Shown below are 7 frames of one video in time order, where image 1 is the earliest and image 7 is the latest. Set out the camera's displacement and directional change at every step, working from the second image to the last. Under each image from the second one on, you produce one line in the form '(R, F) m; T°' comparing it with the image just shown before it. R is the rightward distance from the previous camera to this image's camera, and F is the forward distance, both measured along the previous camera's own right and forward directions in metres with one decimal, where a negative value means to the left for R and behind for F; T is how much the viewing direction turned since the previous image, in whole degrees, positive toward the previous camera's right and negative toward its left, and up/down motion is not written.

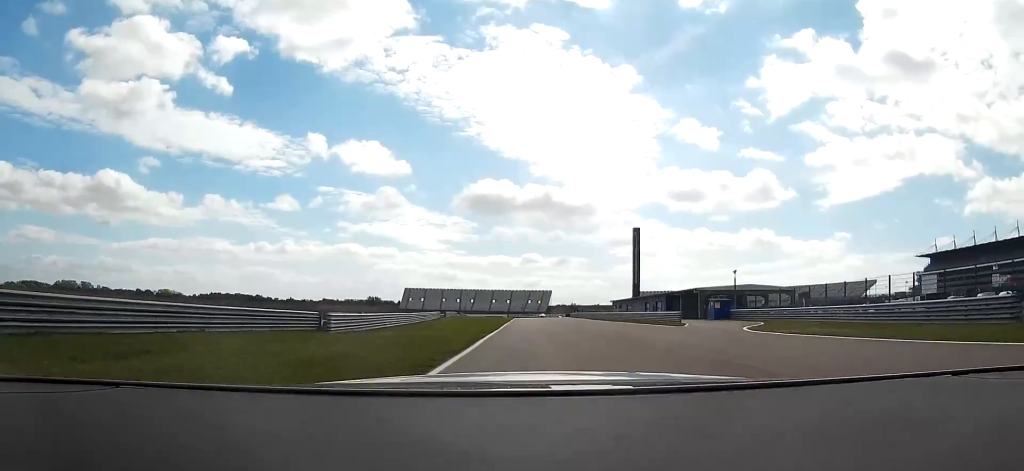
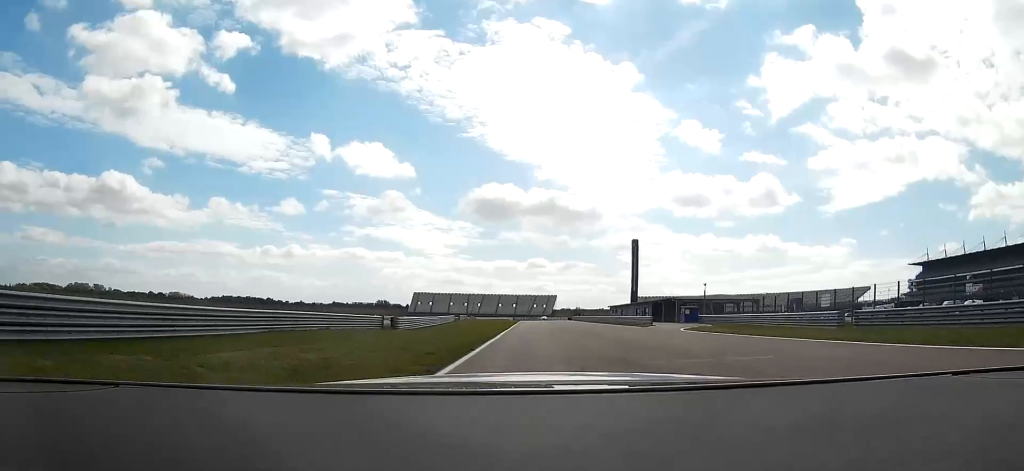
(0.0, +17.5) m; 0°
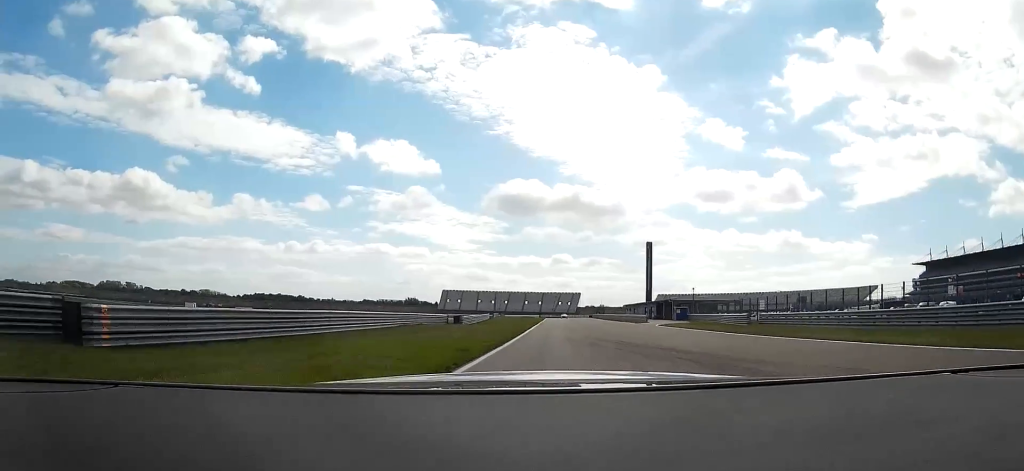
(-0.1, +23.7) m; -3°
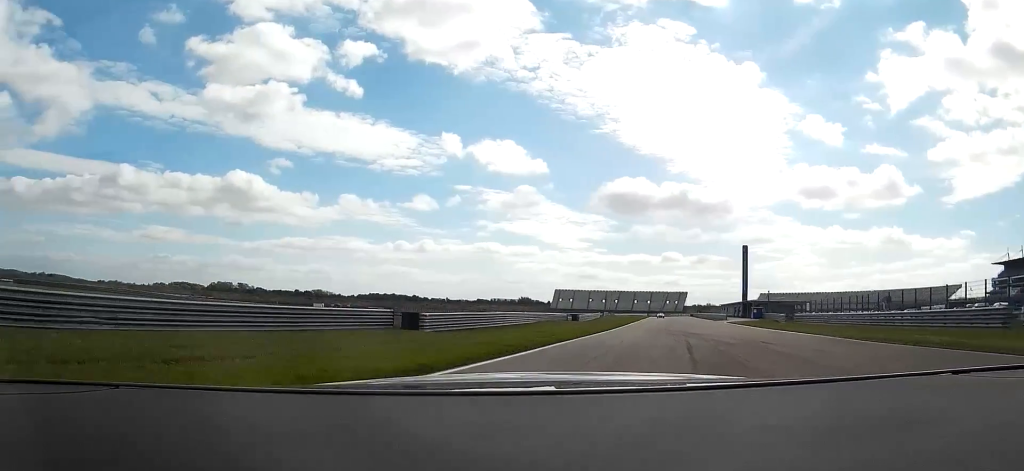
(-1.3, +22.9) m; -10°
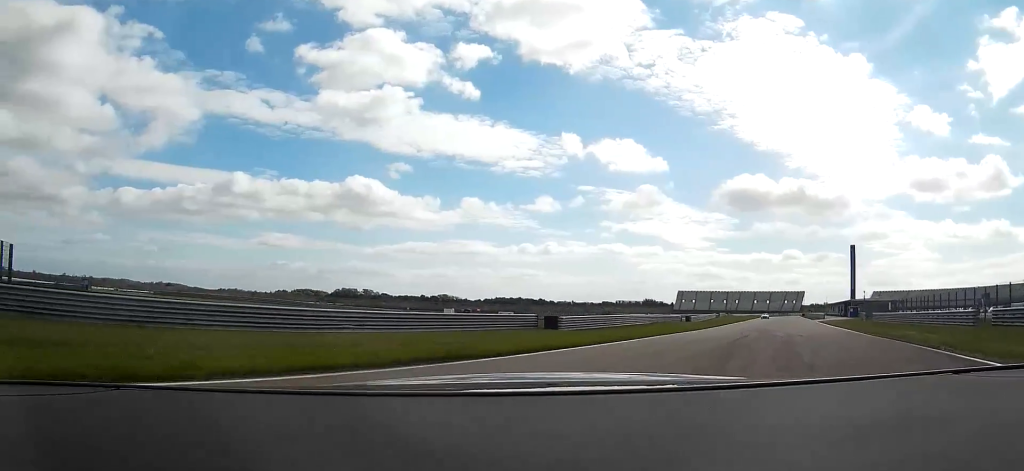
(-1.0, +11.3) m; -12°
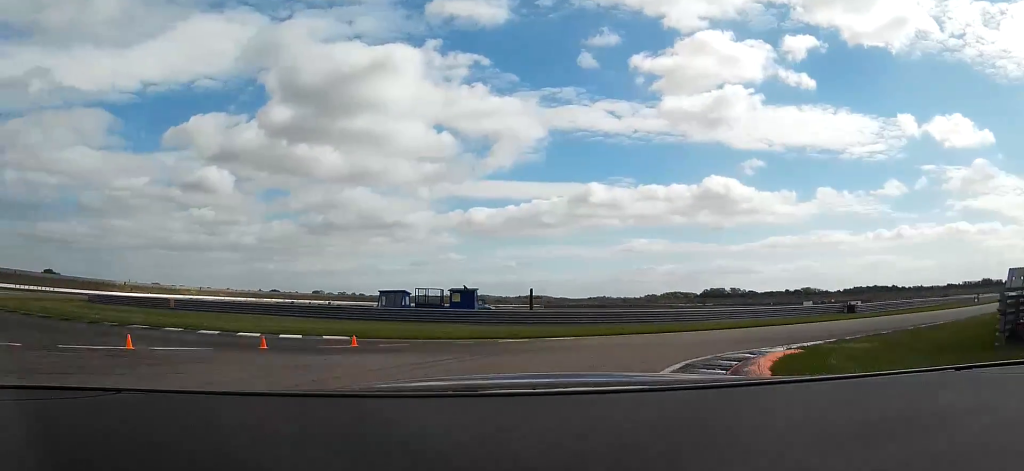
(-5.8, +20.9) m; -30°
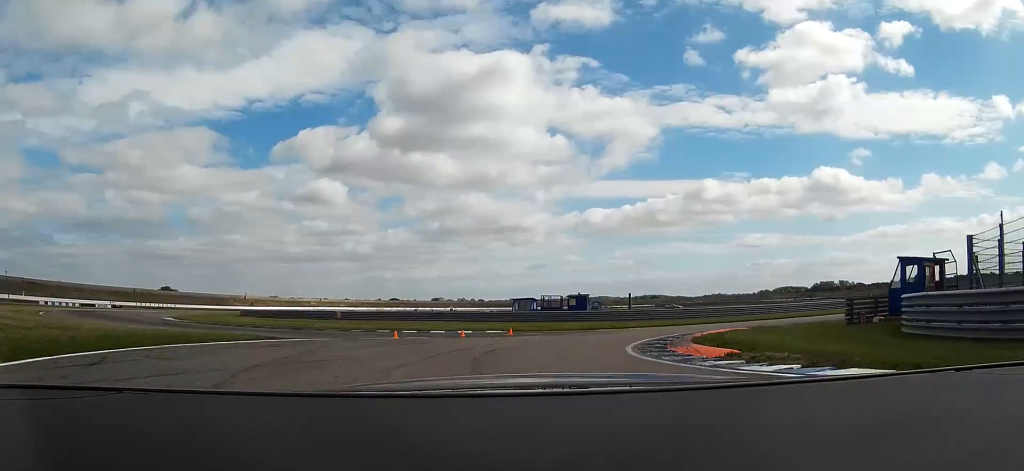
(-1.3, +12.2) m; -5°
